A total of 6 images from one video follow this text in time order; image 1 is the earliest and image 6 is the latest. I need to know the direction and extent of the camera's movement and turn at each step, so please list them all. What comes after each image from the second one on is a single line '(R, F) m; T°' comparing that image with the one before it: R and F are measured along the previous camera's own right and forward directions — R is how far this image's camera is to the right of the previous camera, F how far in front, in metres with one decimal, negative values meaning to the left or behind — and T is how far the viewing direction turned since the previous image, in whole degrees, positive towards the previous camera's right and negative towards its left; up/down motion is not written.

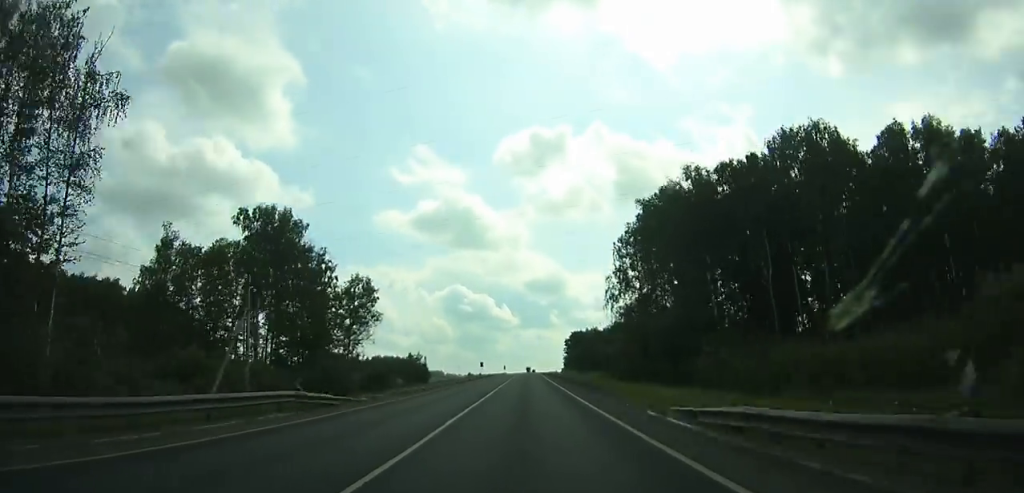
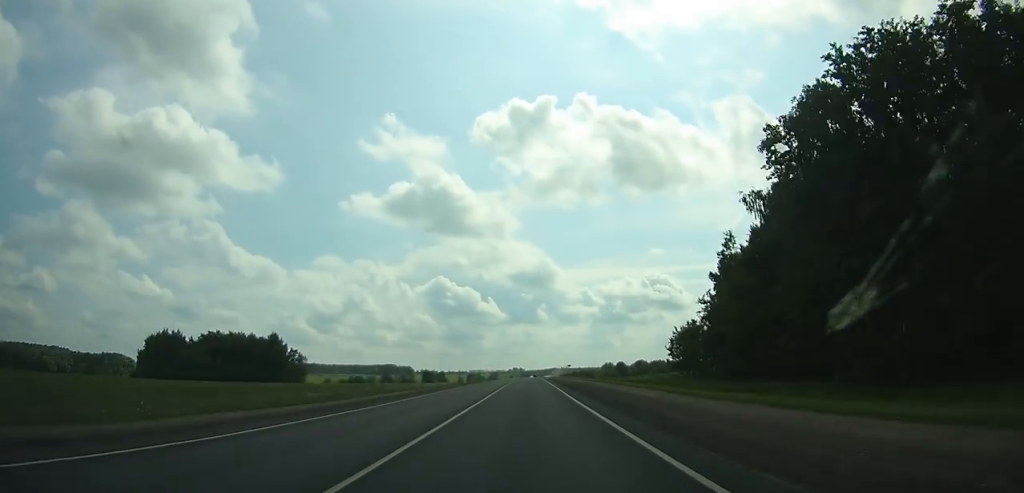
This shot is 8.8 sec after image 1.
(+3.5, +251.3) m; +2°
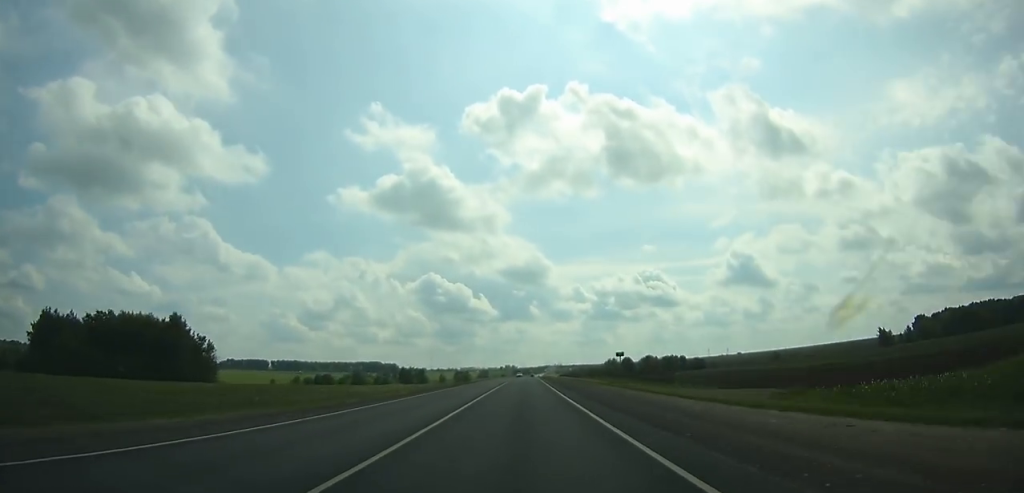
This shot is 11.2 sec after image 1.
(+0.3, +69.1) m; +1°
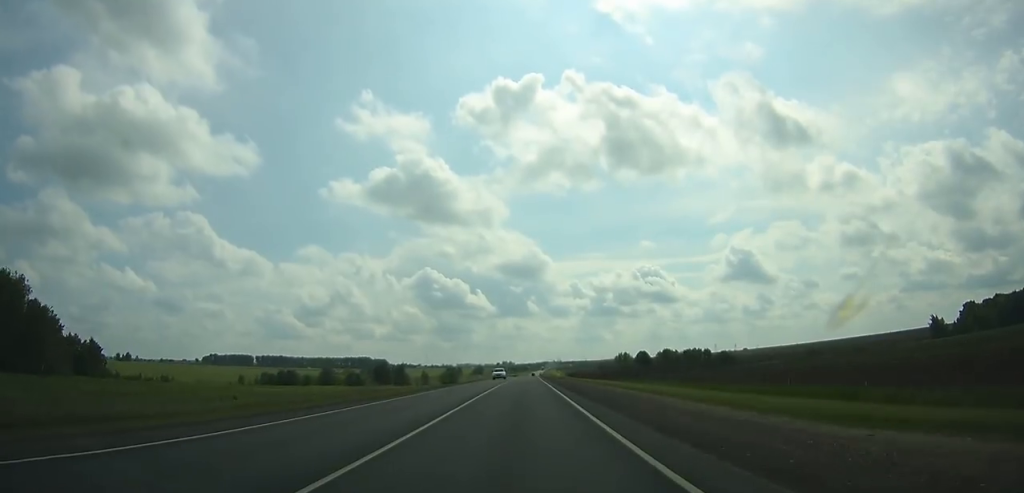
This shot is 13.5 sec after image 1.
(+0.3, +66.9) m; 0°
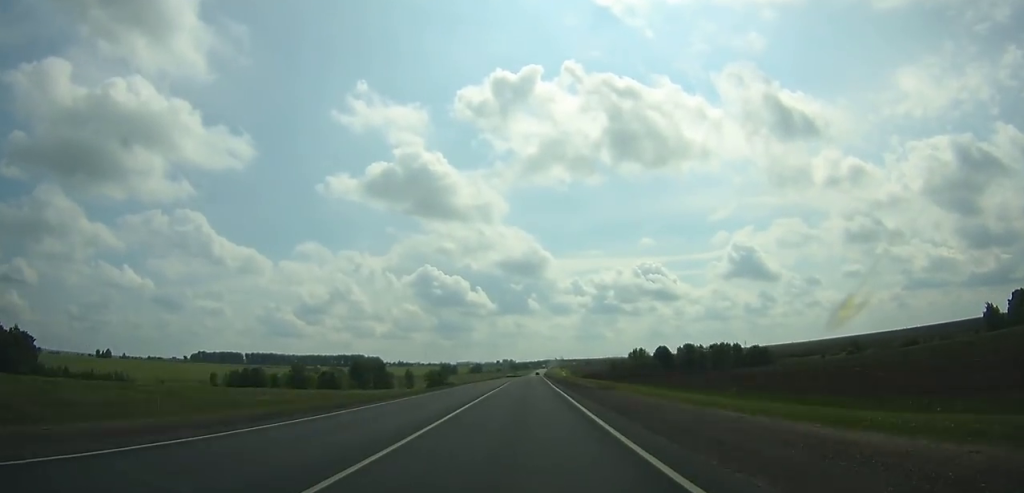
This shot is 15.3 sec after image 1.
(0.0, +52.9) m; 0°
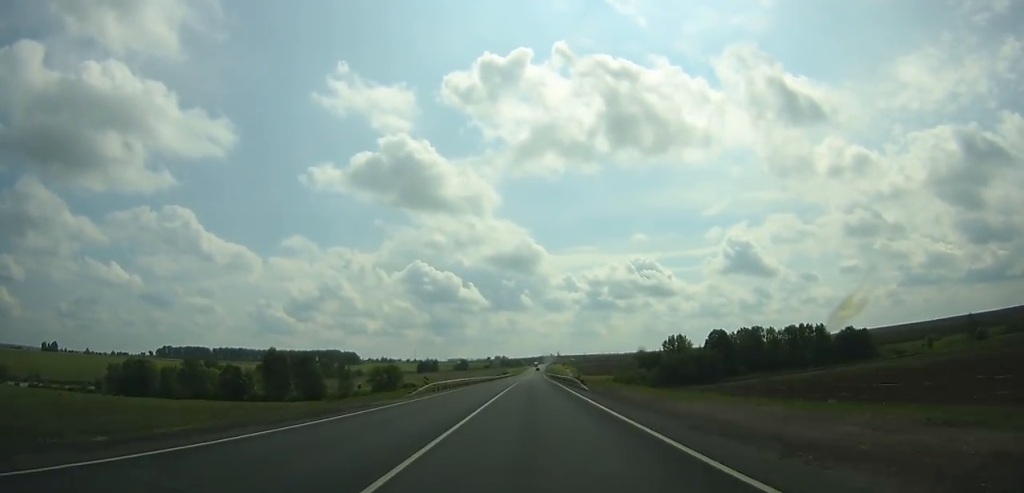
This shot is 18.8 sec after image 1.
(+0.2, +102.8) m; 0°
